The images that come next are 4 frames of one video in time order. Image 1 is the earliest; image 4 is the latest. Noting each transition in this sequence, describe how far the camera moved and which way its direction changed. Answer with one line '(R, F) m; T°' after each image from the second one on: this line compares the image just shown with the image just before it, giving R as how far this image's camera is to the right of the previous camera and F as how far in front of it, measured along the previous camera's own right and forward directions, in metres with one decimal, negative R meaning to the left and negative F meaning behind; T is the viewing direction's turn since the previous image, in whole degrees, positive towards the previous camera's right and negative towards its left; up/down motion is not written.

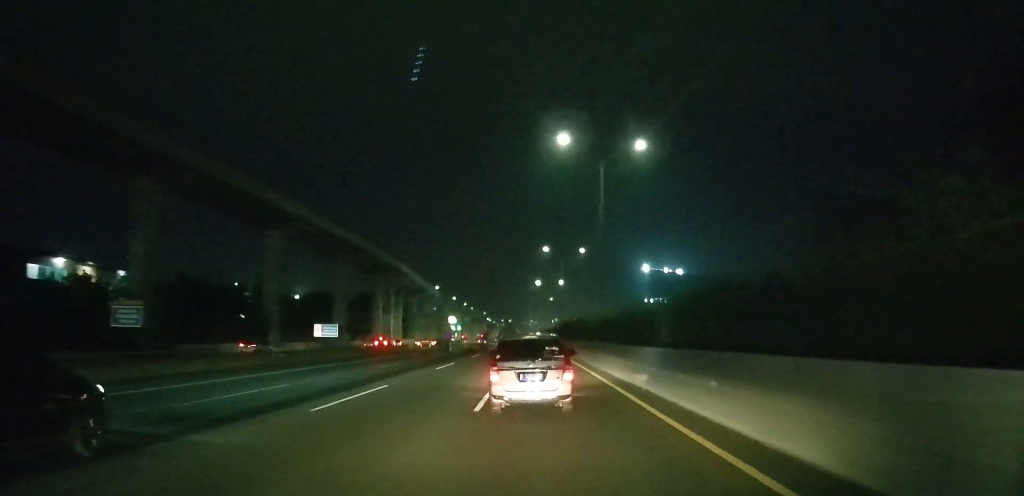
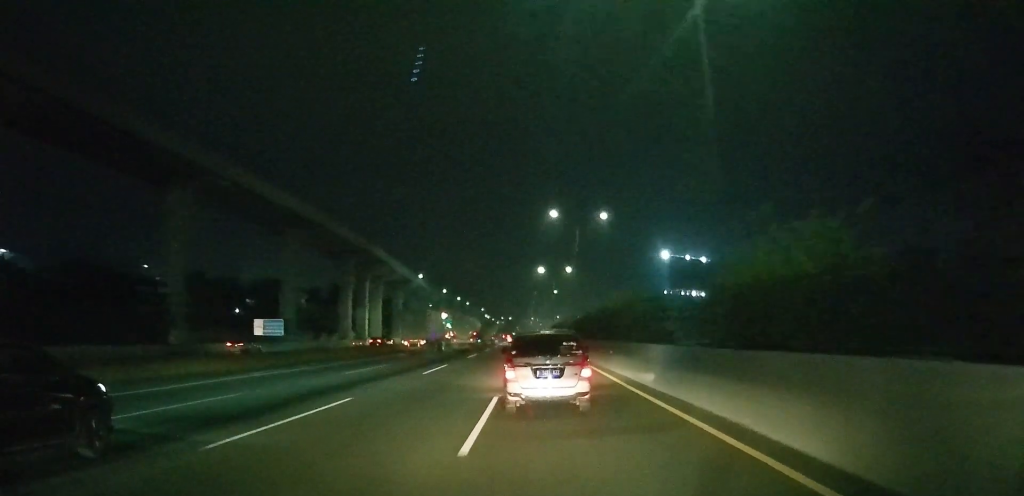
(0.0, +22.8) m; 0°
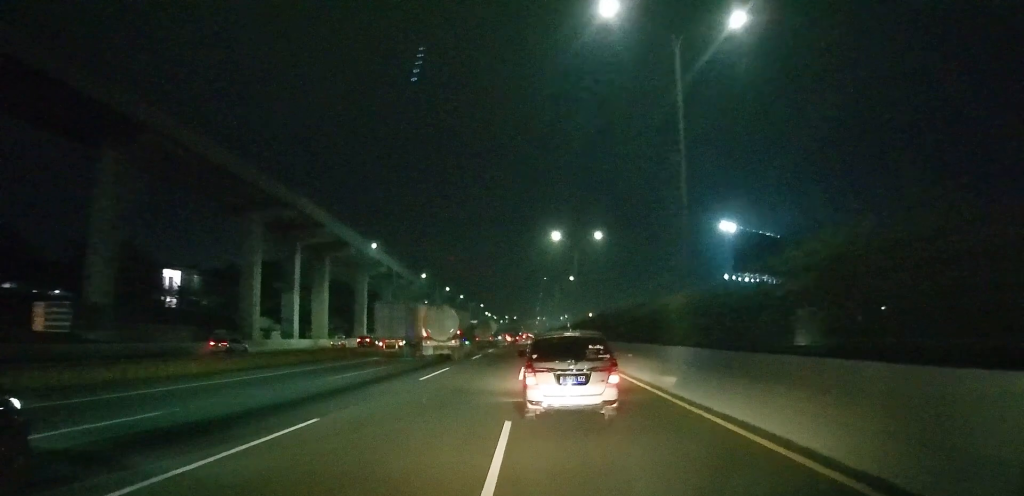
(-0.1, +42.6) m; 0°
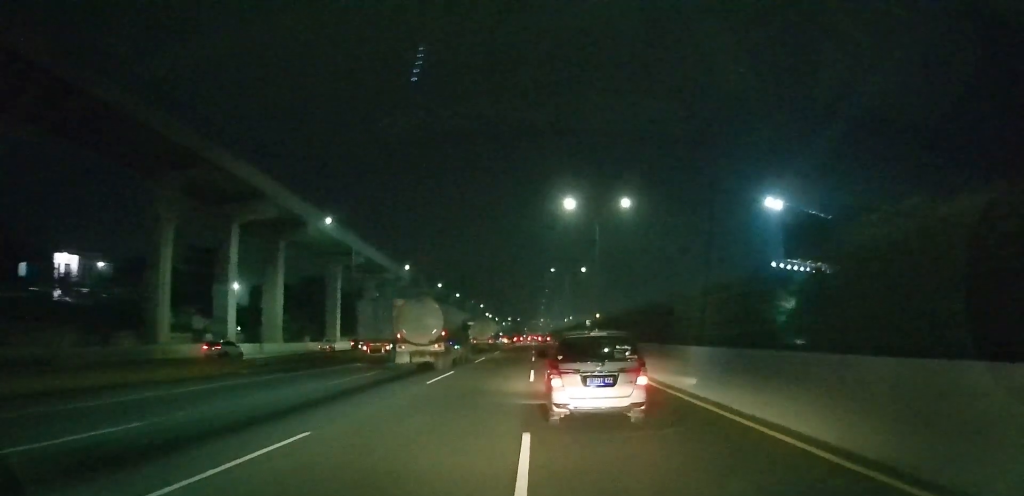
(-0.1, +21.5) m; 0°
